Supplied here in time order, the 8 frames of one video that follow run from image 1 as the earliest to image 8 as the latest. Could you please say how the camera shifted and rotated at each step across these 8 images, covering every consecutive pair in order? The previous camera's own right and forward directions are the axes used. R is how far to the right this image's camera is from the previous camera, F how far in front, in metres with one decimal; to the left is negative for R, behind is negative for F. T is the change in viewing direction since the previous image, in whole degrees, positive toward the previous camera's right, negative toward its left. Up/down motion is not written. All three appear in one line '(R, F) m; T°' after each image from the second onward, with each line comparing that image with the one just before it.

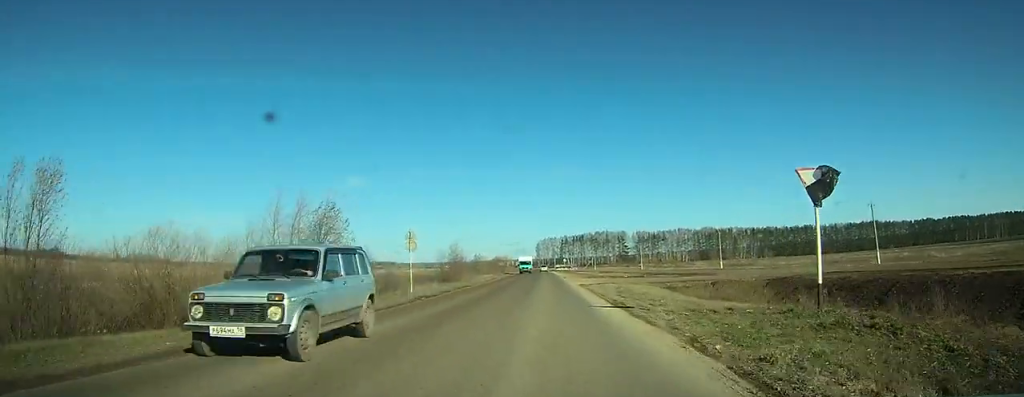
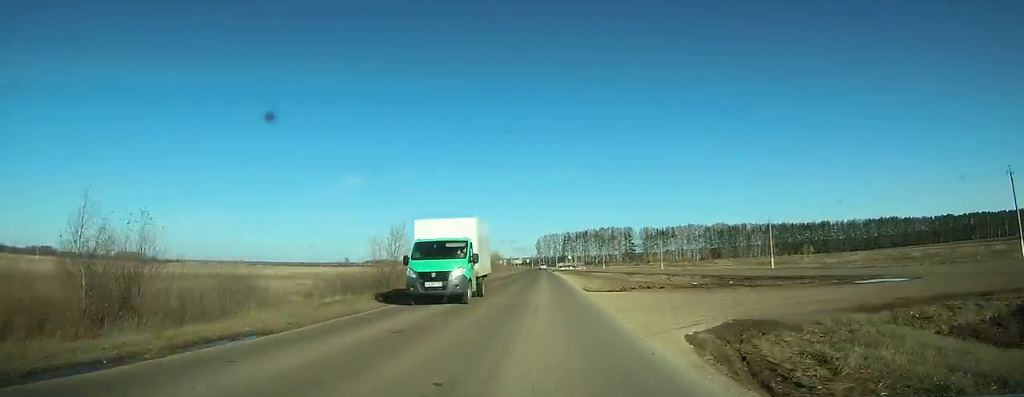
(+1.1, +27.5) m; +2°
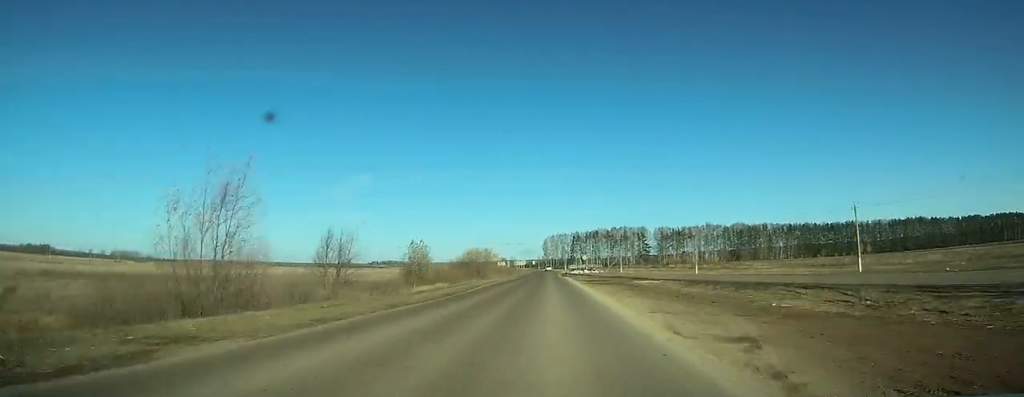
(0.0, +26.8) m; 0°
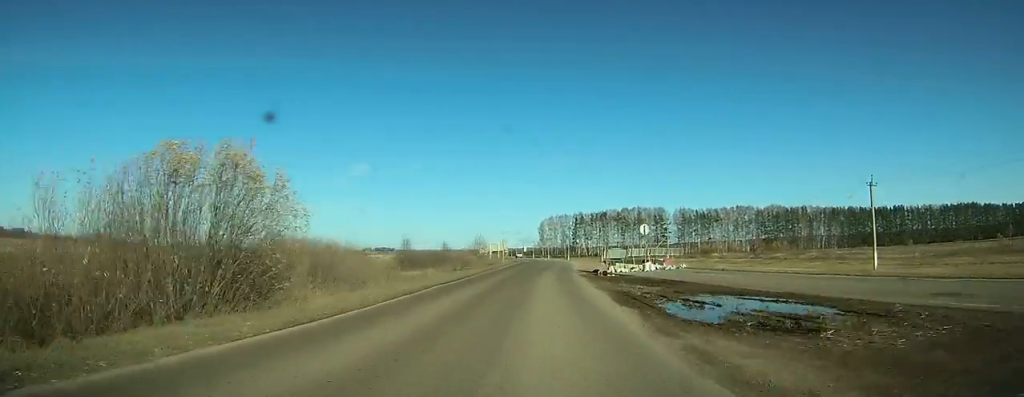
(-0.6, +70.5) m; 0°
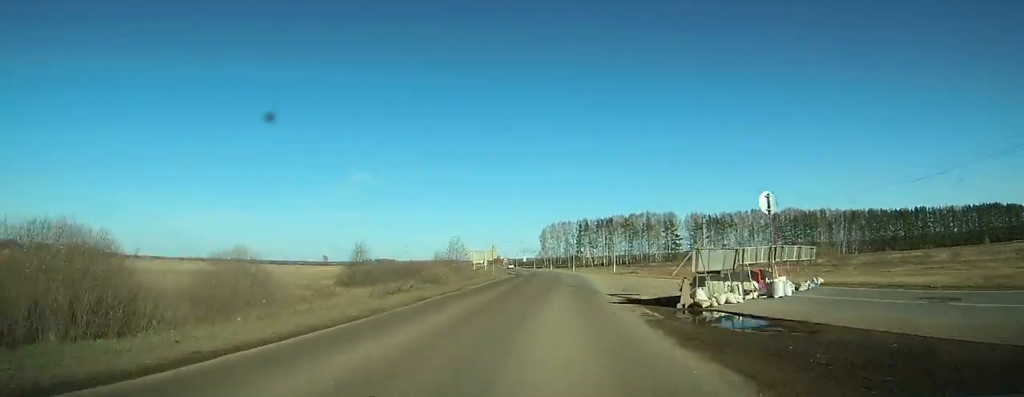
(0.0, +23.6) m; 0°
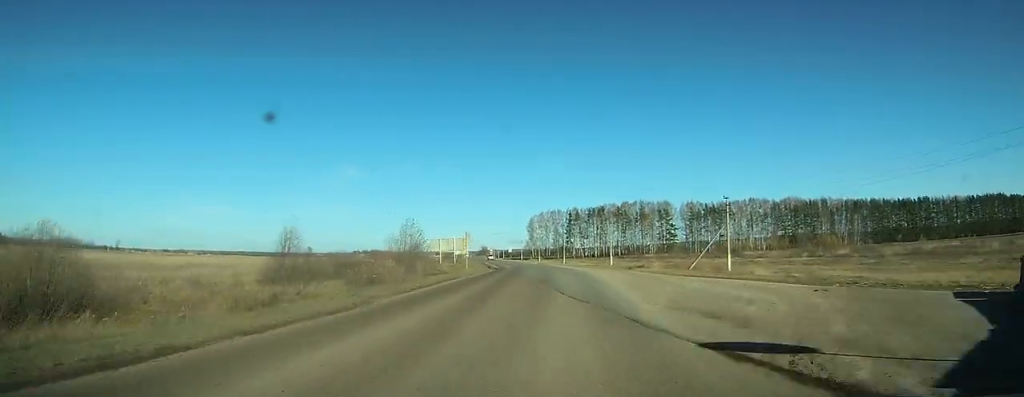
(+0.1, +16.5) m; 0°
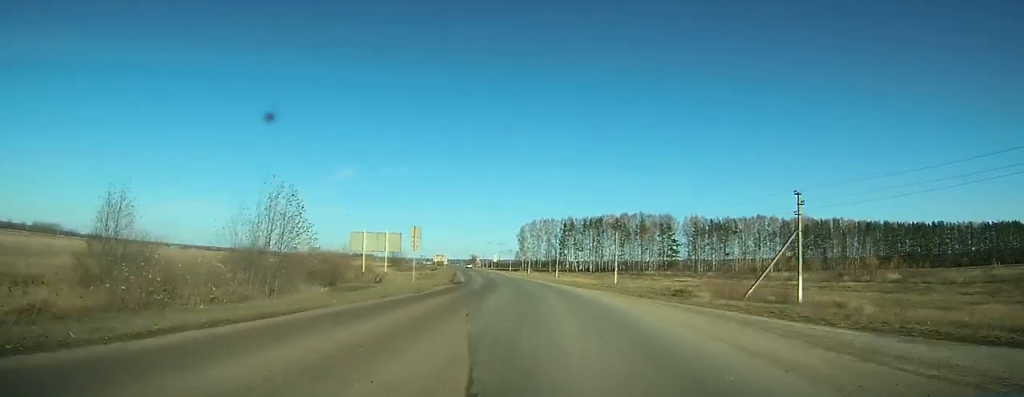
(+0.1, +23.2) m; -1°
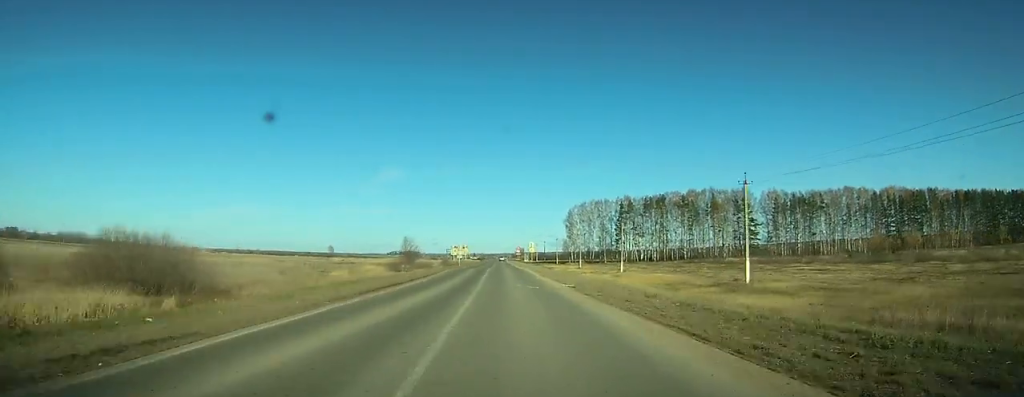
(-1.4, +46.2) m; -4°
